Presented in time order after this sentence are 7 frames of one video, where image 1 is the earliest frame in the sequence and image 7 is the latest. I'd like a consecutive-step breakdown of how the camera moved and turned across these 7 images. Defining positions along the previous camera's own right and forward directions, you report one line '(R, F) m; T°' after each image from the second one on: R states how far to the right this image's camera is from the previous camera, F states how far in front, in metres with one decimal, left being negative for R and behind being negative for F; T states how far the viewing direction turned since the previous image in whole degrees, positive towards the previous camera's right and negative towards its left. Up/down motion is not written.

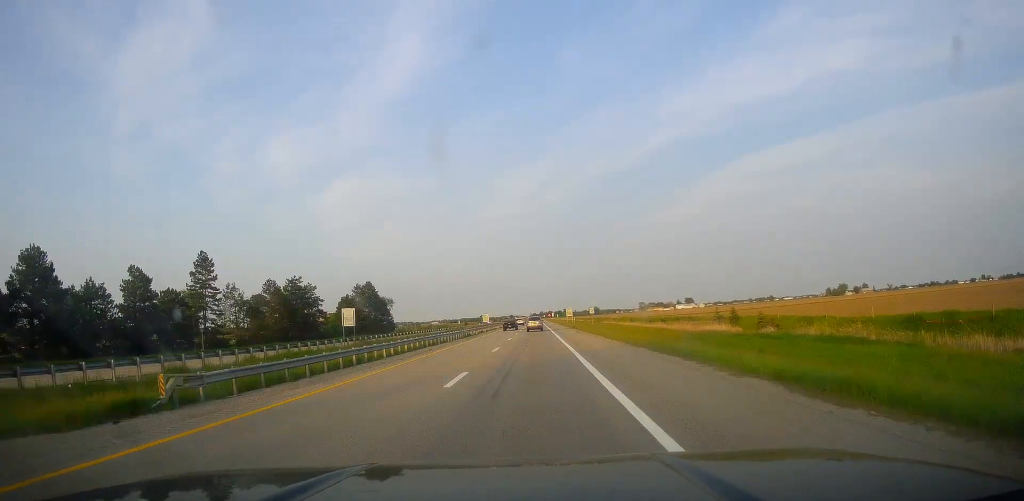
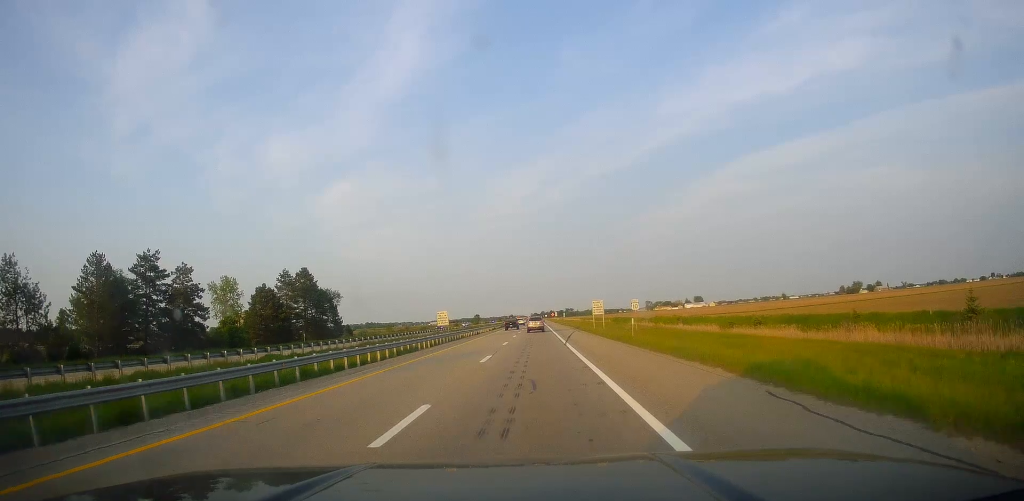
(+0.6, +53.0) m; 0°
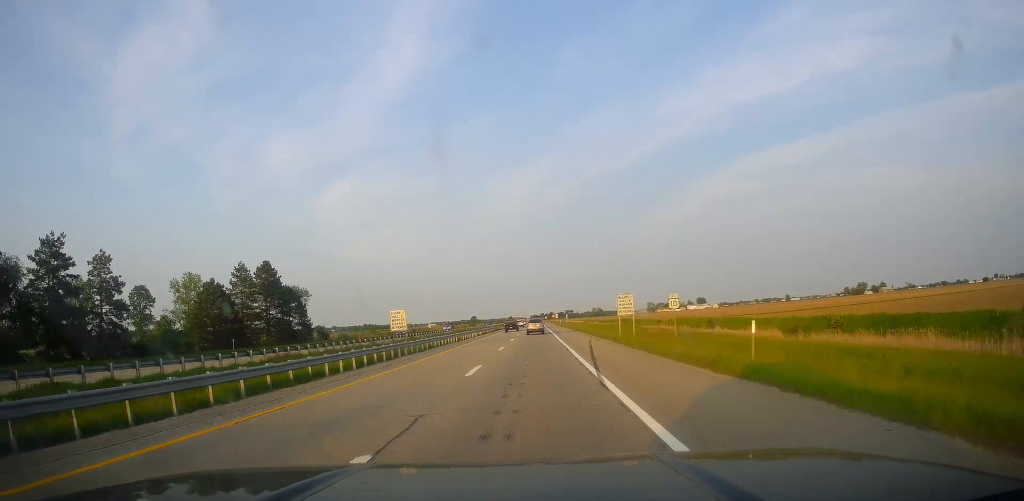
(-0.3, +19.7) m; 0°
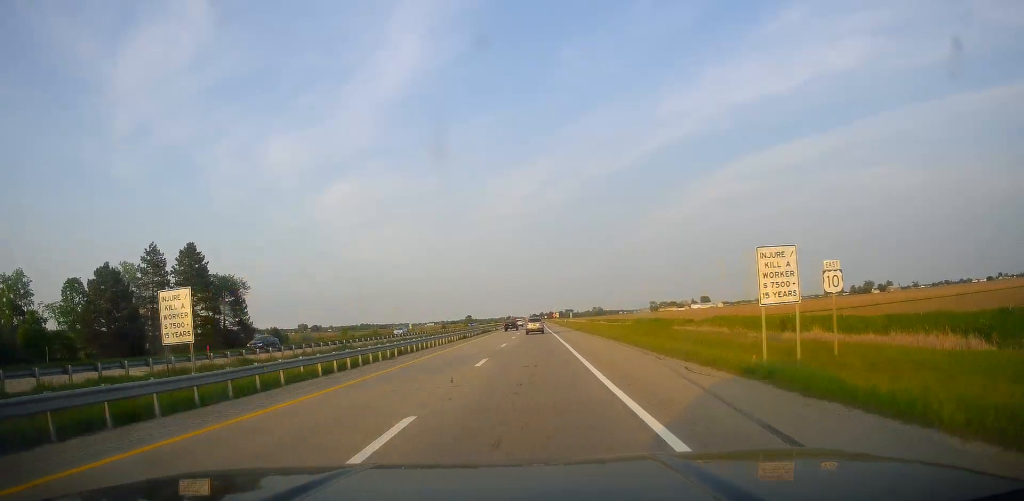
(+0.2, +27.3) m; +1°
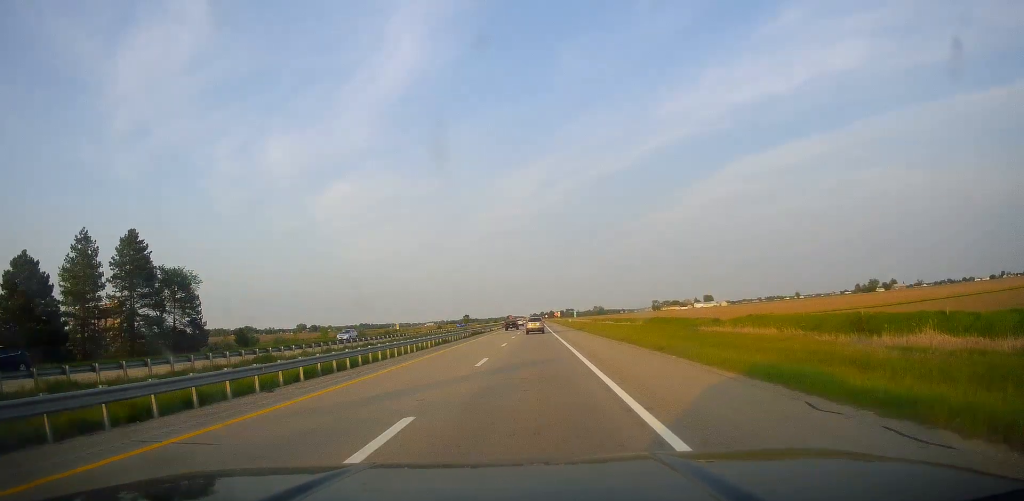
(+0.1, +15.3) m; 0°
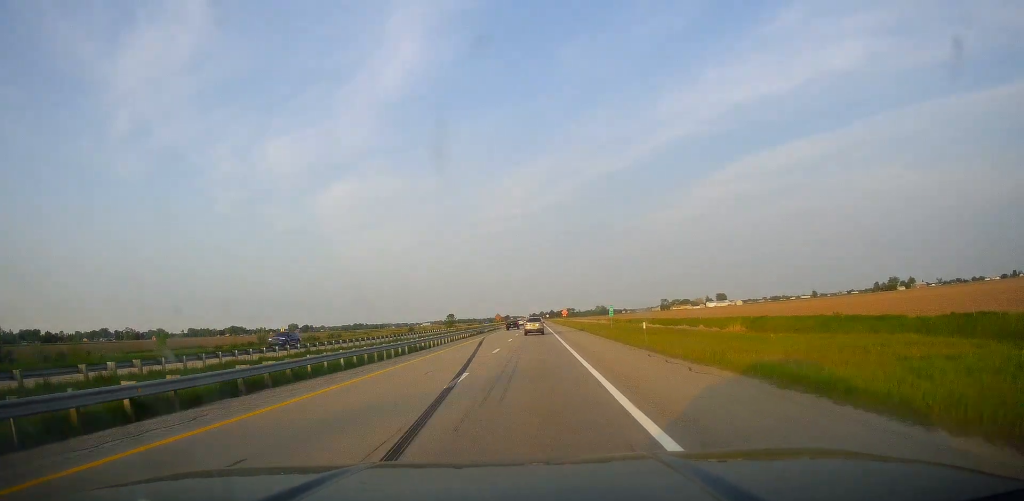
(-1.0, +67.2) m; -1°
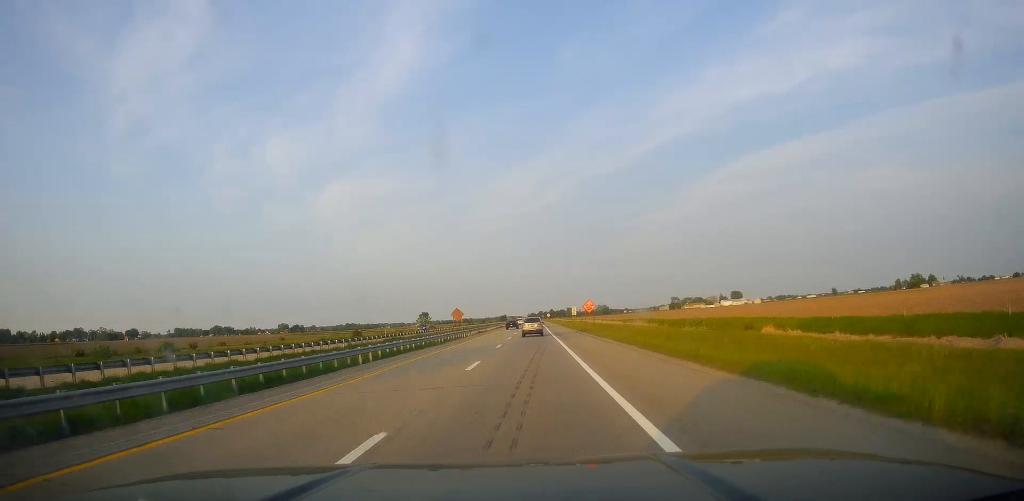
(+0.1, +70.5) m; 0°
